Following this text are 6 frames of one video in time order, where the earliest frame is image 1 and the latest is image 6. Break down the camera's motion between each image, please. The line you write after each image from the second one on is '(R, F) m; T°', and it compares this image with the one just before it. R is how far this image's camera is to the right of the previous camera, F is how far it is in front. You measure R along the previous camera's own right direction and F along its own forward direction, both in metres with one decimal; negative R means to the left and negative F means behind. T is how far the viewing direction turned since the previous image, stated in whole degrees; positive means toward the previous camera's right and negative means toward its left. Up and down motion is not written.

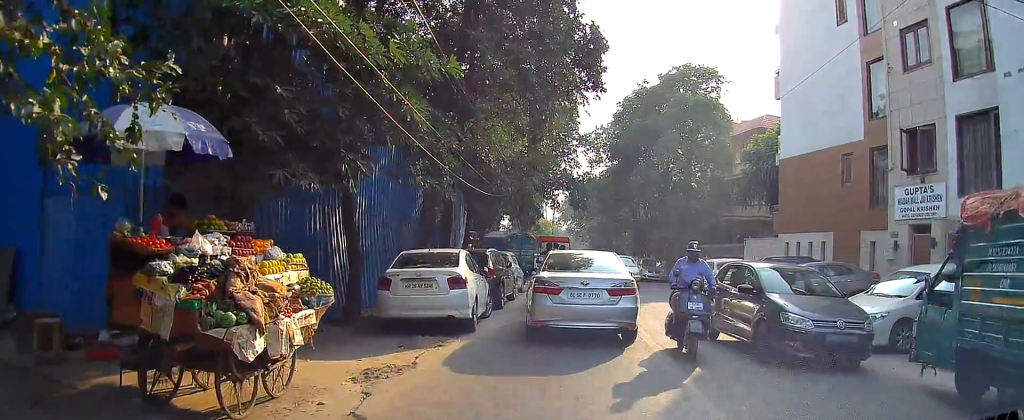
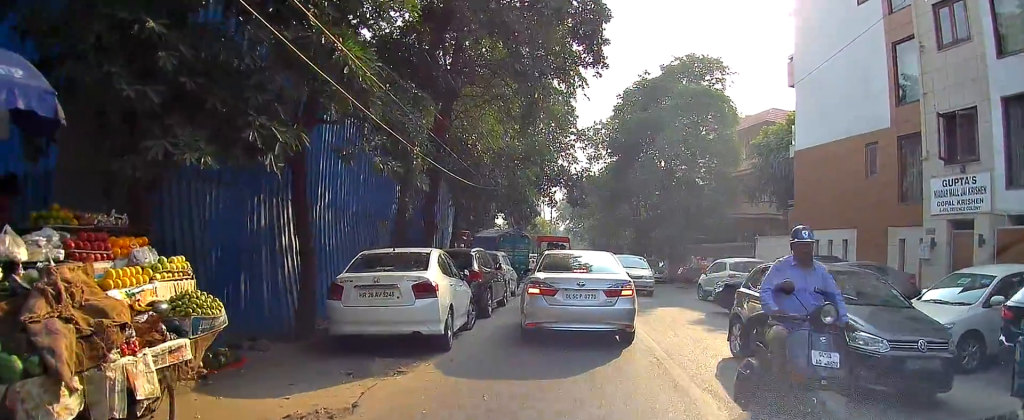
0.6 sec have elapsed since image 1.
(0.0, +2.2) m; +1°
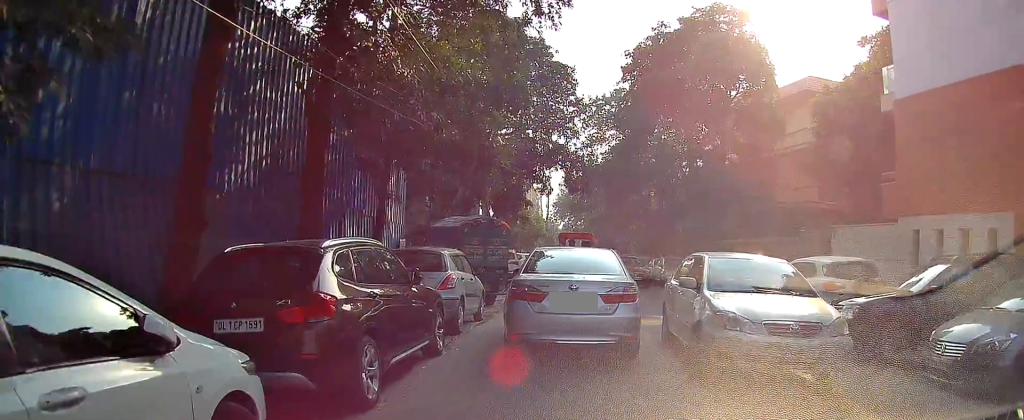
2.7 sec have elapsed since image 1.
(-0.3, +8.4) m; -10°
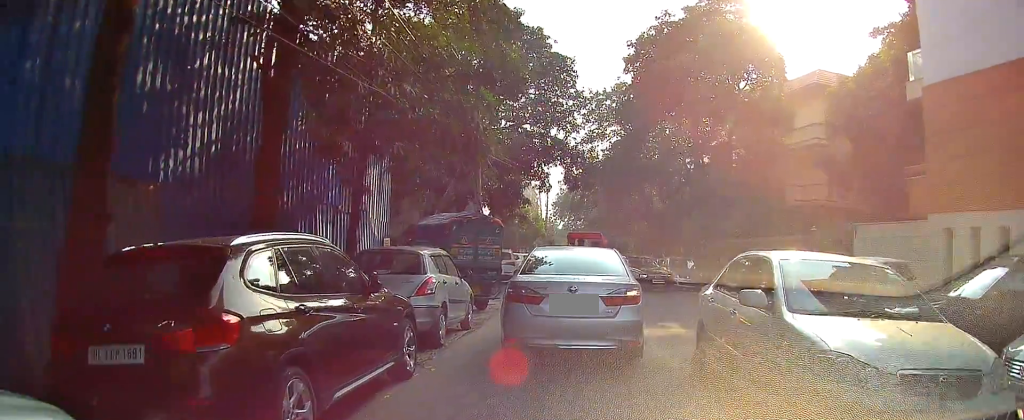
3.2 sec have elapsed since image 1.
(-0.1, +1.6) m; -2°
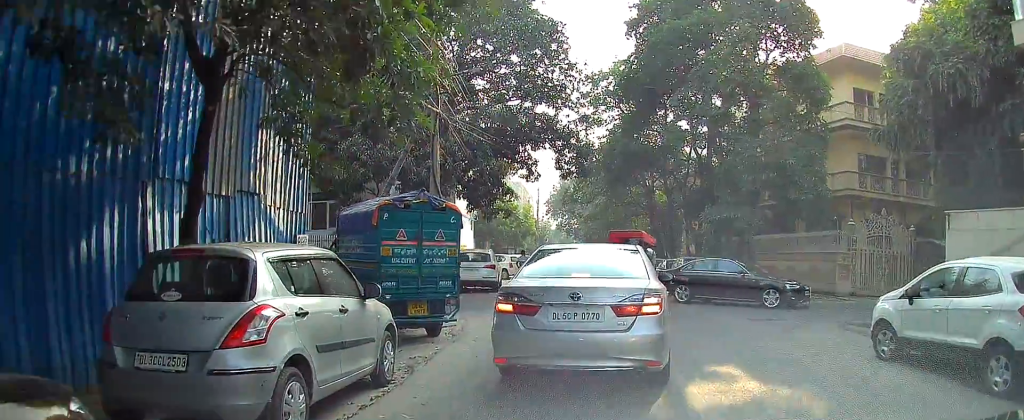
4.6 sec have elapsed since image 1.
(-0.2, +5.1) m; -4°
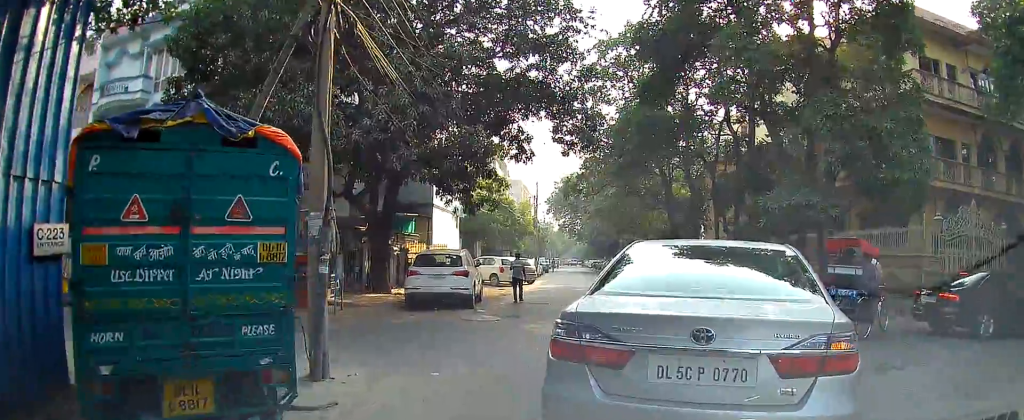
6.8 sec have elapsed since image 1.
(-0.2, +7.1) m; +7°
